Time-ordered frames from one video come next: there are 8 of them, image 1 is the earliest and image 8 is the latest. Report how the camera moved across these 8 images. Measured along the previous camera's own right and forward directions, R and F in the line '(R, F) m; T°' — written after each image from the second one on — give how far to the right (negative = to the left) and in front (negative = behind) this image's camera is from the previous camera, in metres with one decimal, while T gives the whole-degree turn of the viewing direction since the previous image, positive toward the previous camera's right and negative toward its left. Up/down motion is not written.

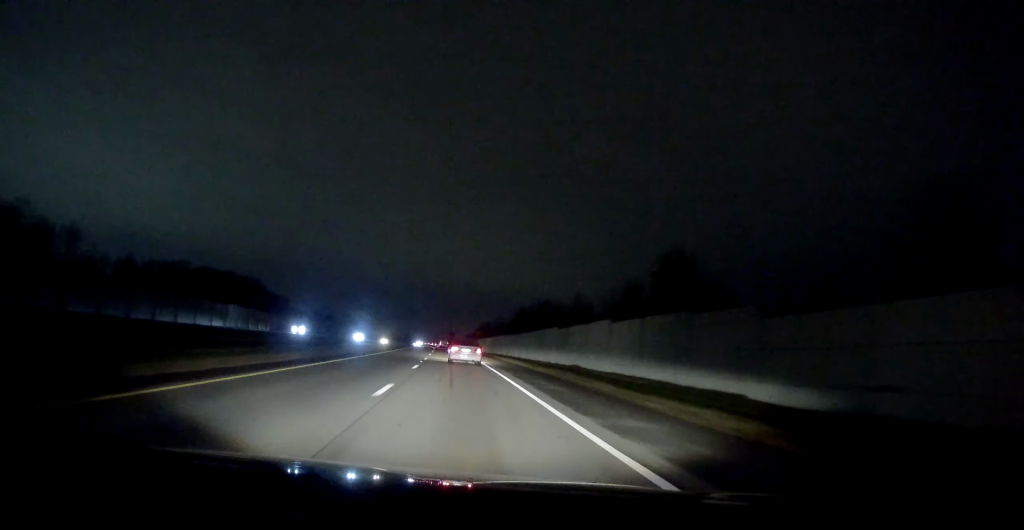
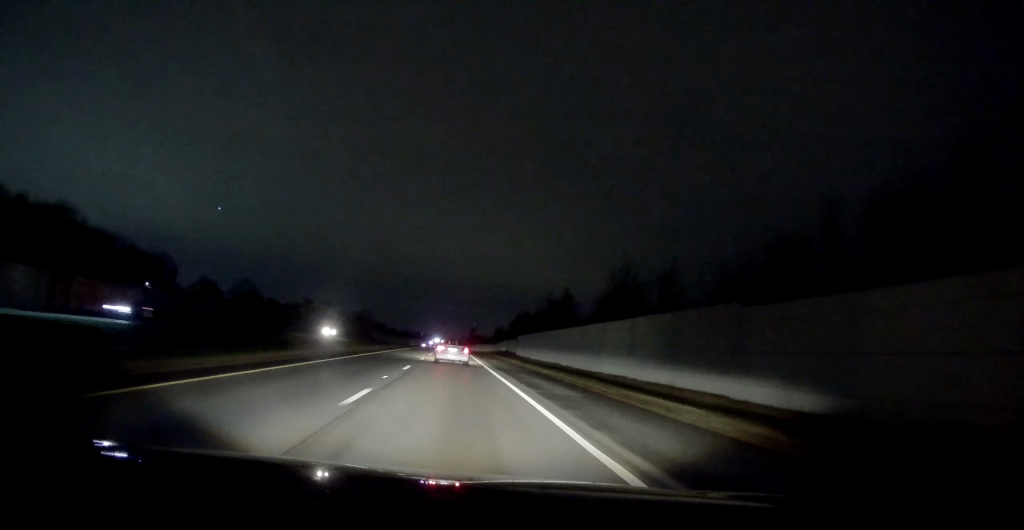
(-3.9, +88.6) m; -4°
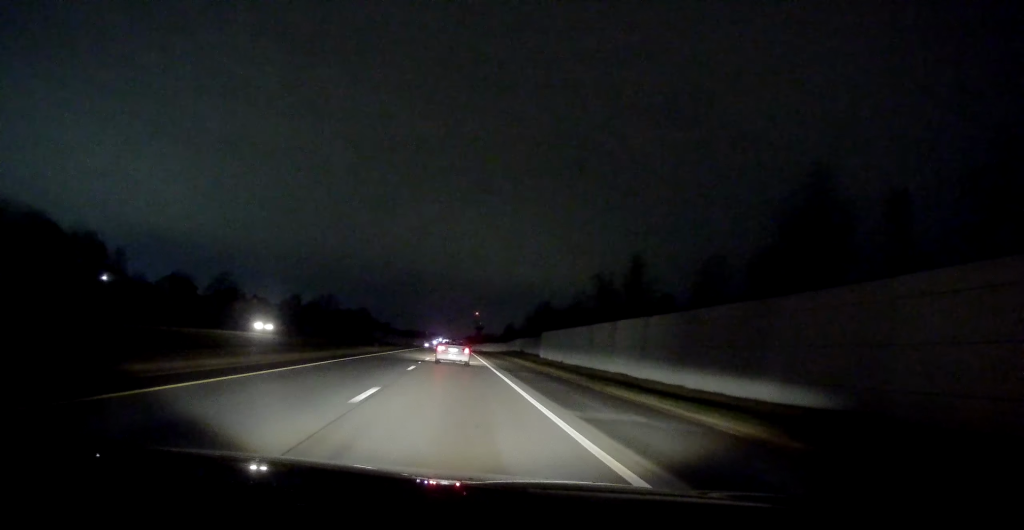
(-0.3, +25.7) m; 0°
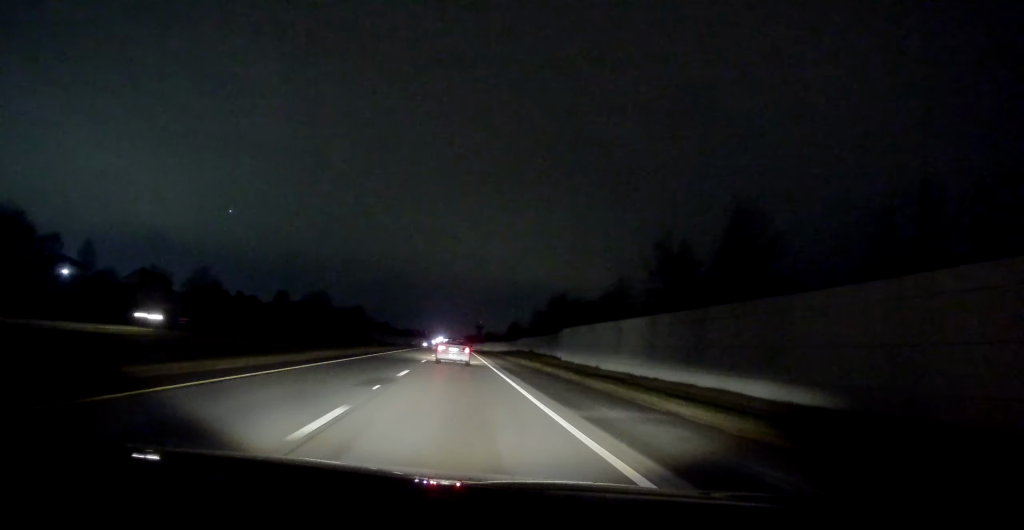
(+0.3, +16.7) m; 0°
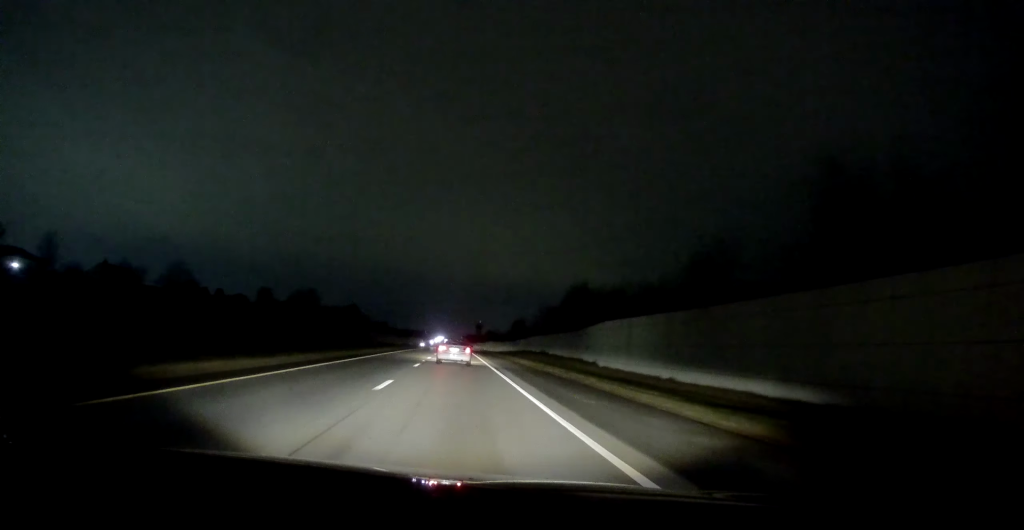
(-0.1, +17.6) m; 0°
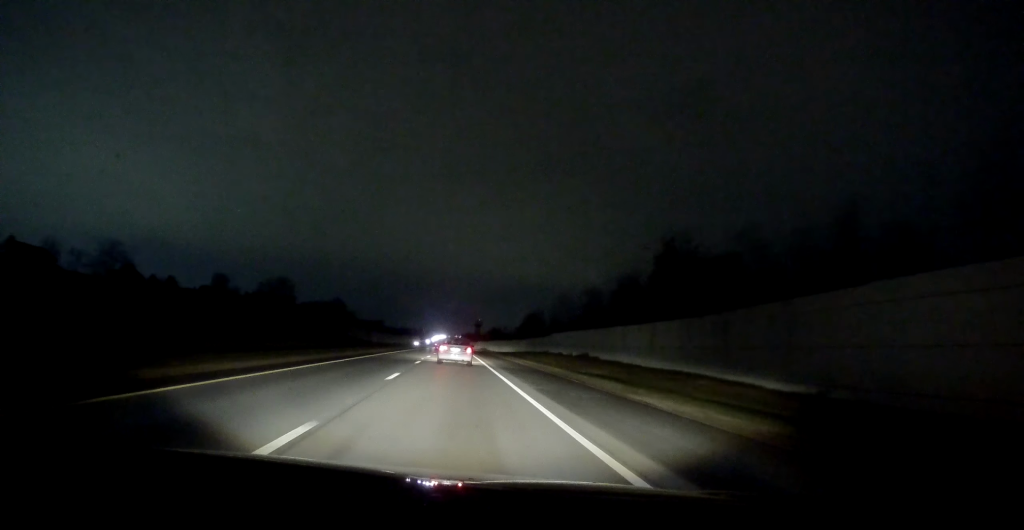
(-0.4, +34.1) m; 0°
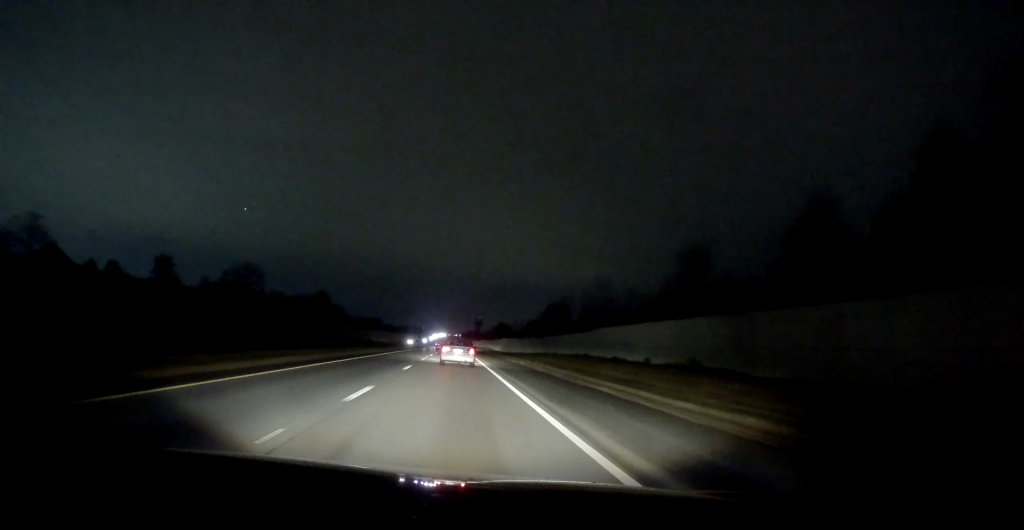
(+0.2, +30.7) m; +1°
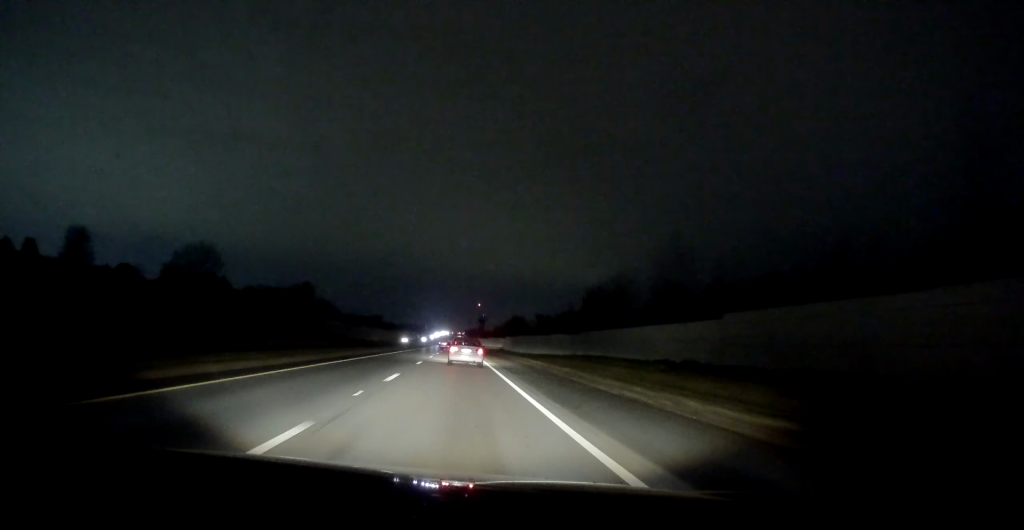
(+0.2, +31.4) m; 0°
